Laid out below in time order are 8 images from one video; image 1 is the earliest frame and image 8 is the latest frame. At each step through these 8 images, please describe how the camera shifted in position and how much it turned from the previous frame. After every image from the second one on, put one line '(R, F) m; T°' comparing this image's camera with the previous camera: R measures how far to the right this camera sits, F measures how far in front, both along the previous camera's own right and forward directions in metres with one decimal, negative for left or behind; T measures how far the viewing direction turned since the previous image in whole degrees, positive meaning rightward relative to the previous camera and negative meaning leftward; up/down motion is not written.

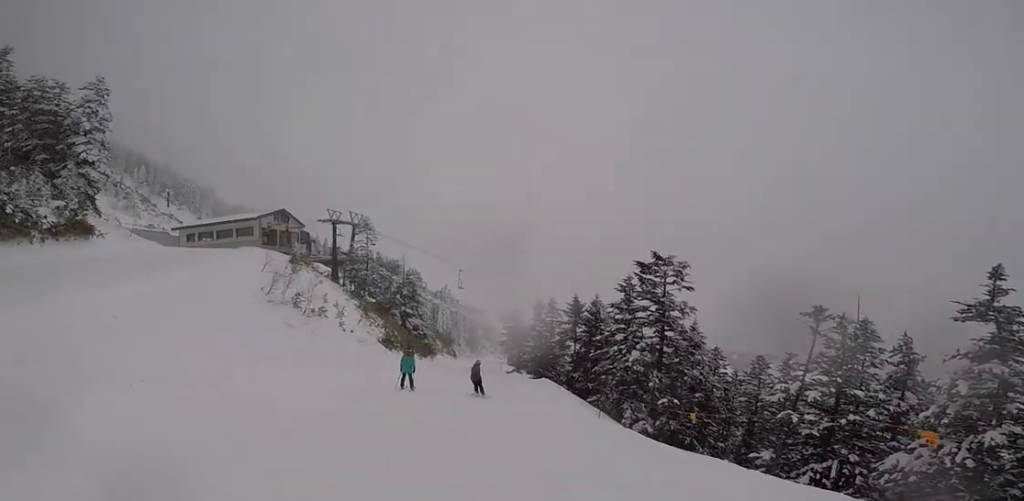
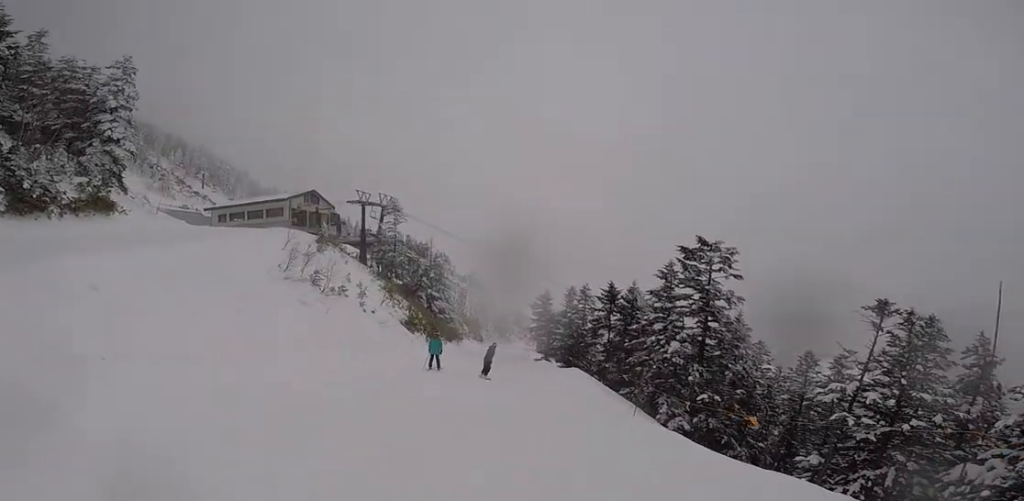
(0.0, +1.7) m; 0°
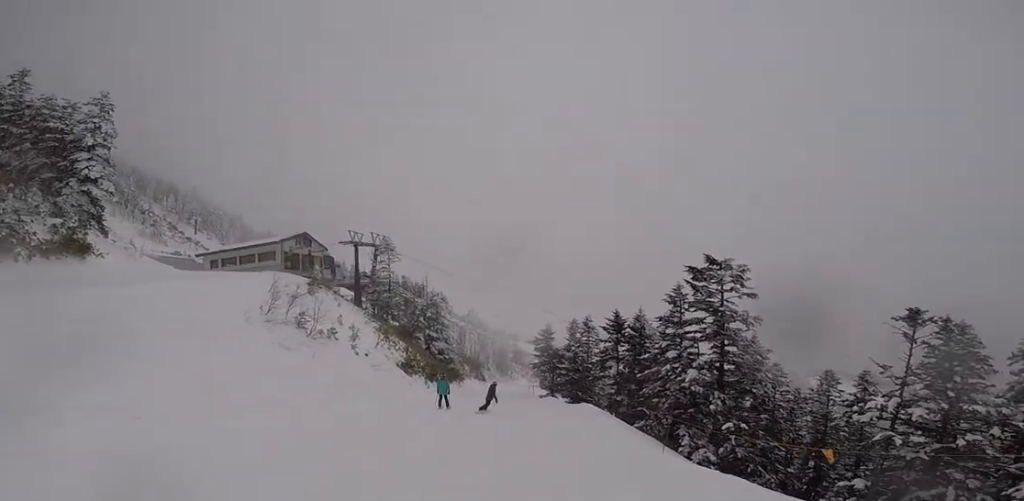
(0.0, +2.0) m; 0°
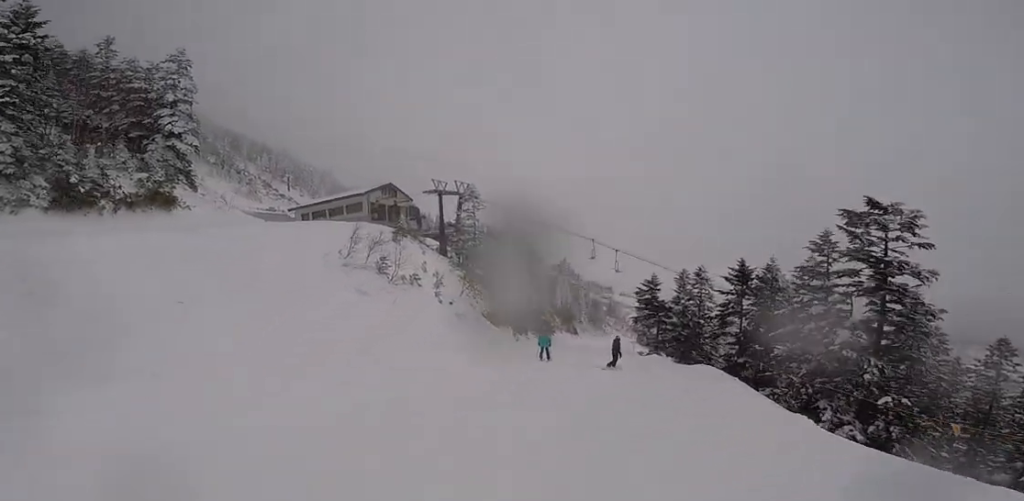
(0.0, +2.6) m; 0°
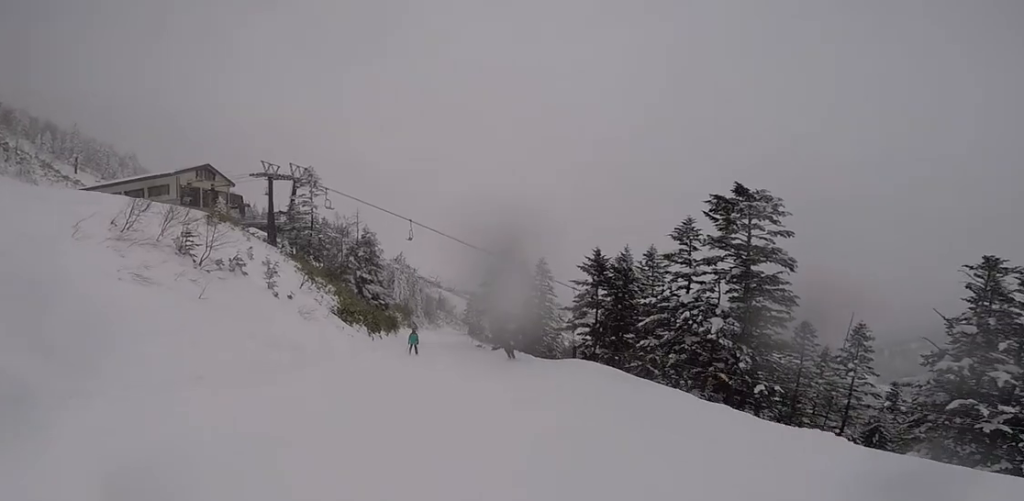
(+0.4, +5.8) m; +20°
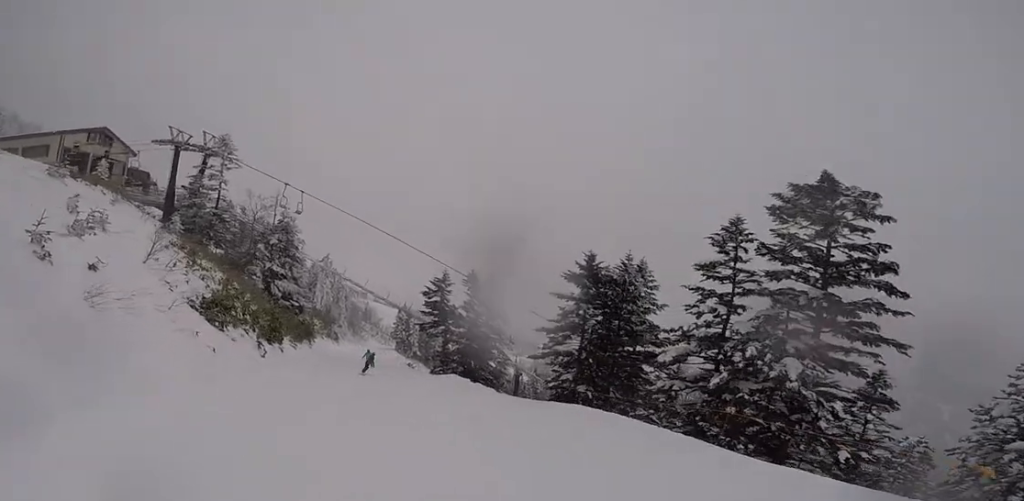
(+1.3, +9.4) m; +8°
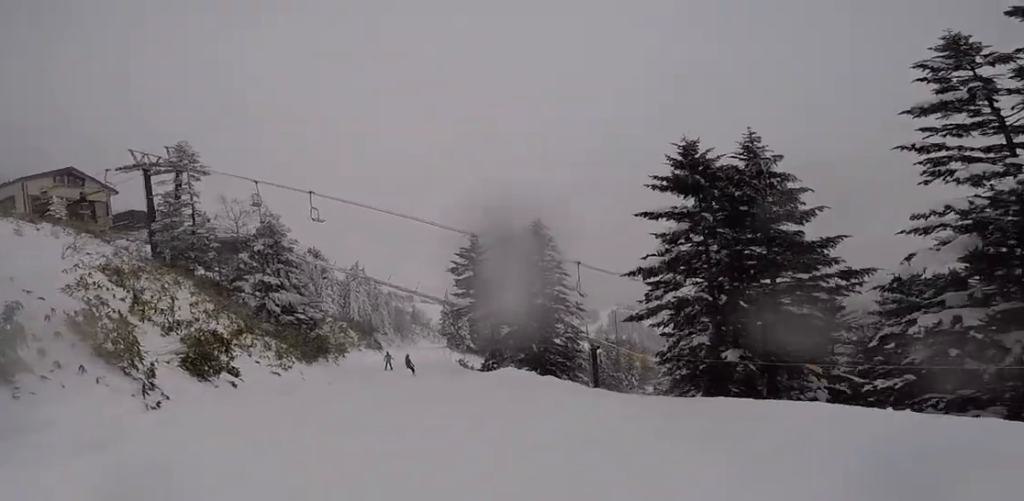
(+0.1, +8.3) m; -11°
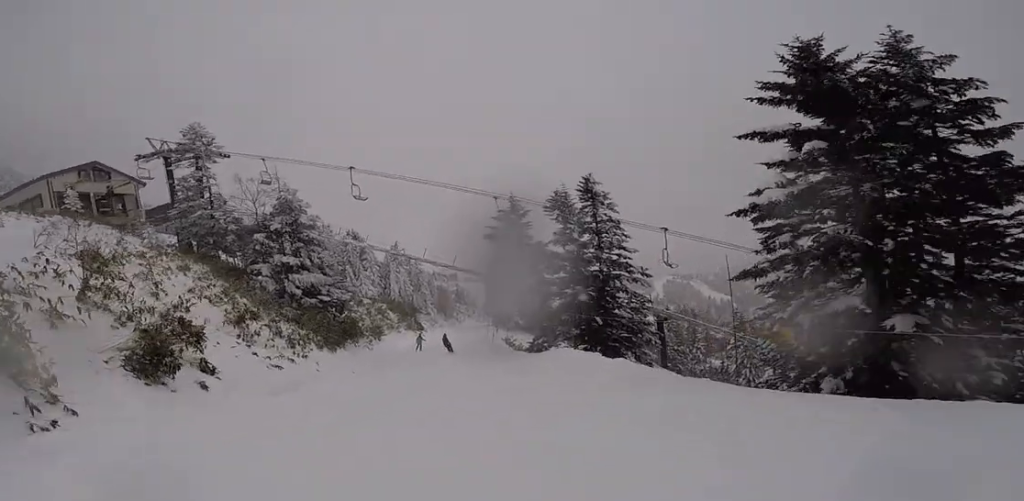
(-0.2, +3.5) m; -9°
